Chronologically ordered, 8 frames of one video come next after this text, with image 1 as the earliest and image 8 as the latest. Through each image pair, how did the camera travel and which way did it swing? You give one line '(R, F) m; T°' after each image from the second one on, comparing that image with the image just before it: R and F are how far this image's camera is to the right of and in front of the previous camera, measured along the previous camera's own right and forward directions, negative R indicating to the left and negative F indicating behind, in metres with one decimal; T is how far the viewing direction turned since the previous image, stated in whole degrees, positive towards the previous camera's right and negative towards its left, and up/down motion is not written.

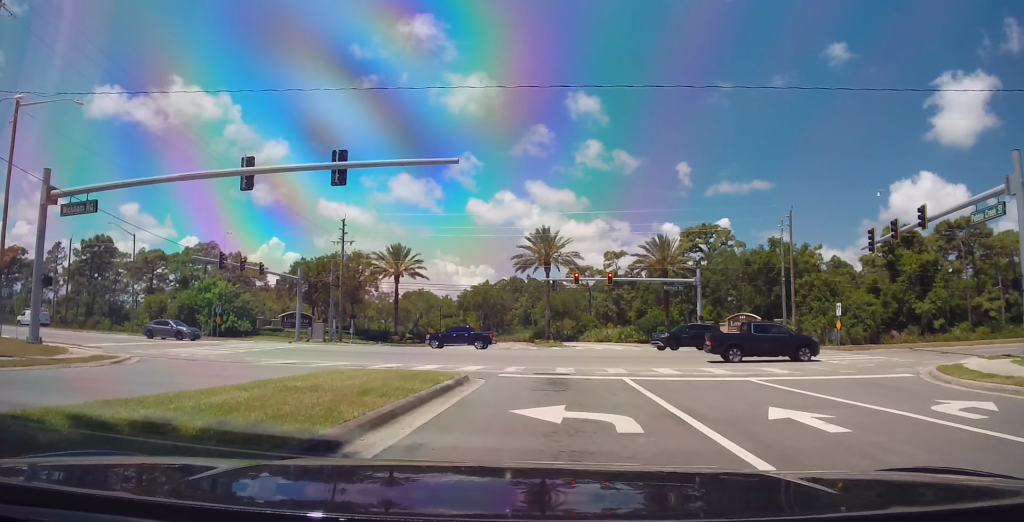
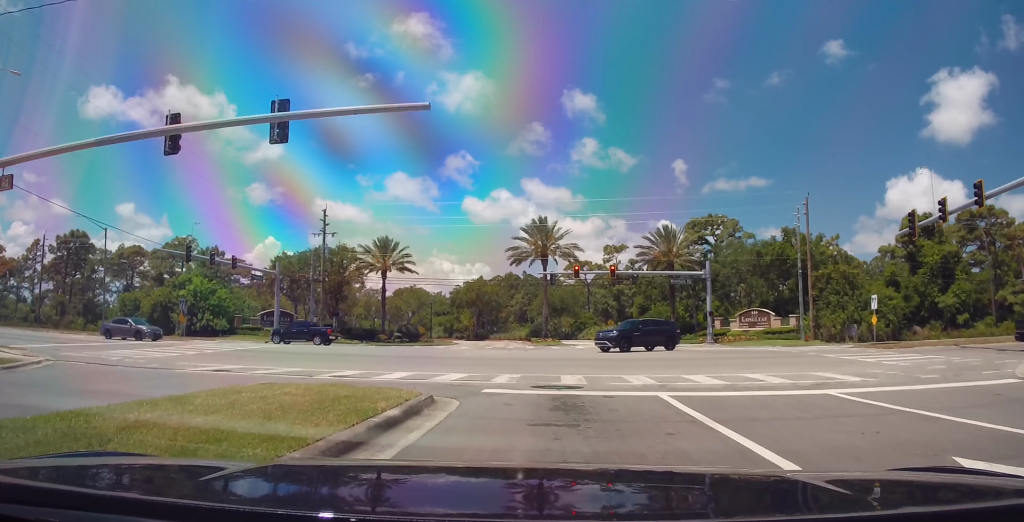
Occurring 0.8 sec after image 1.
(-0.1, +5.6) m; +3°
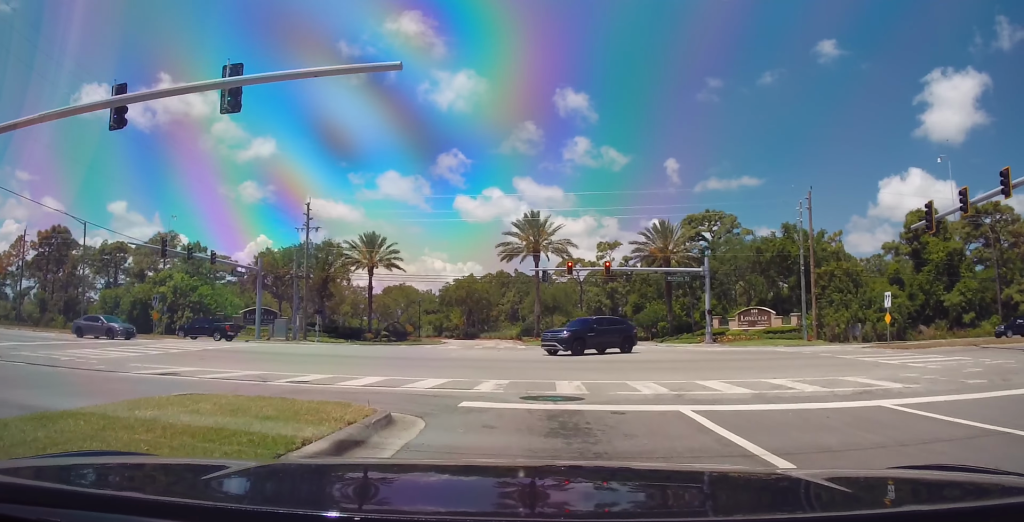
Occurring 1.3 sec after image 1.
(+0.1, +2.9) m; +2°
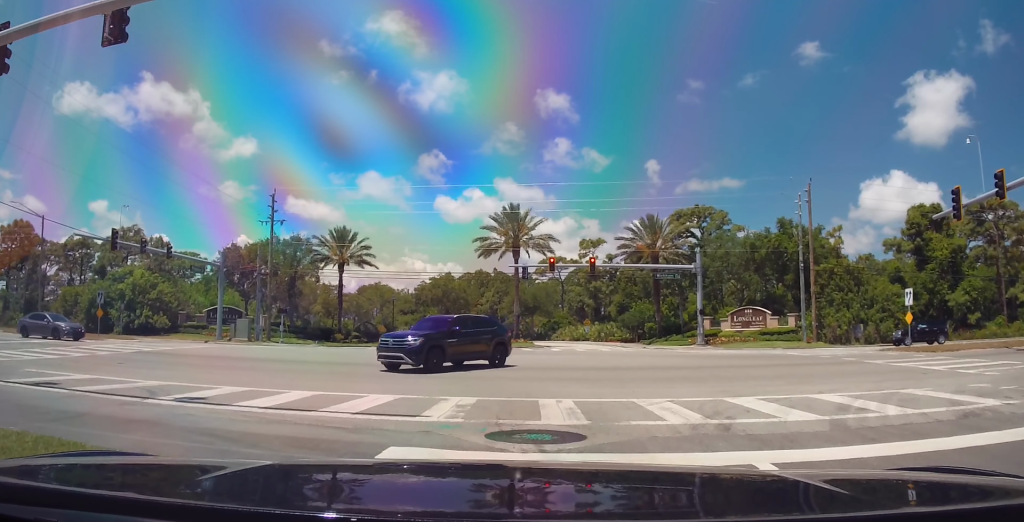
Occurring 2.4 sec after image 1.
(+0.3, +5.0) m; +4°
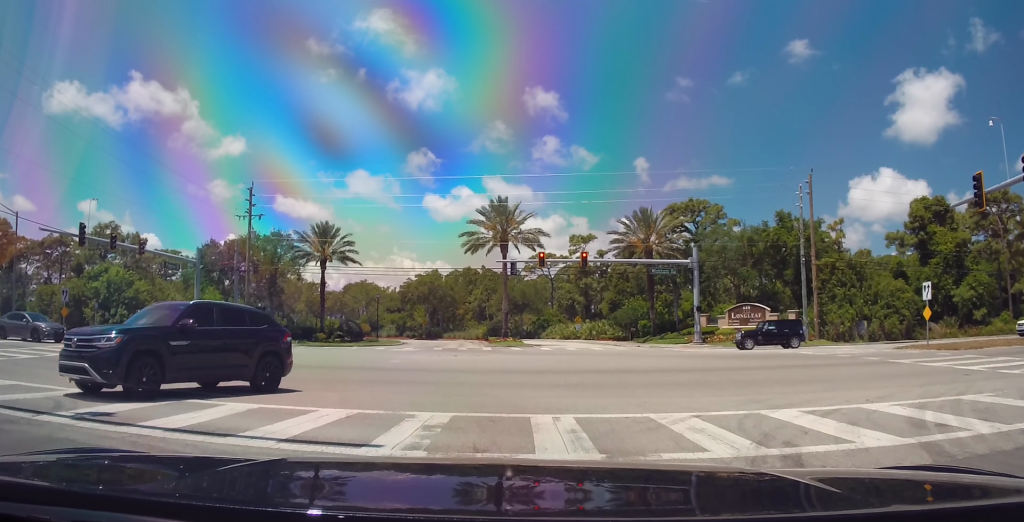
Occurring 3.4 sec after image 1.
(0.0, +3.7) m; 0°
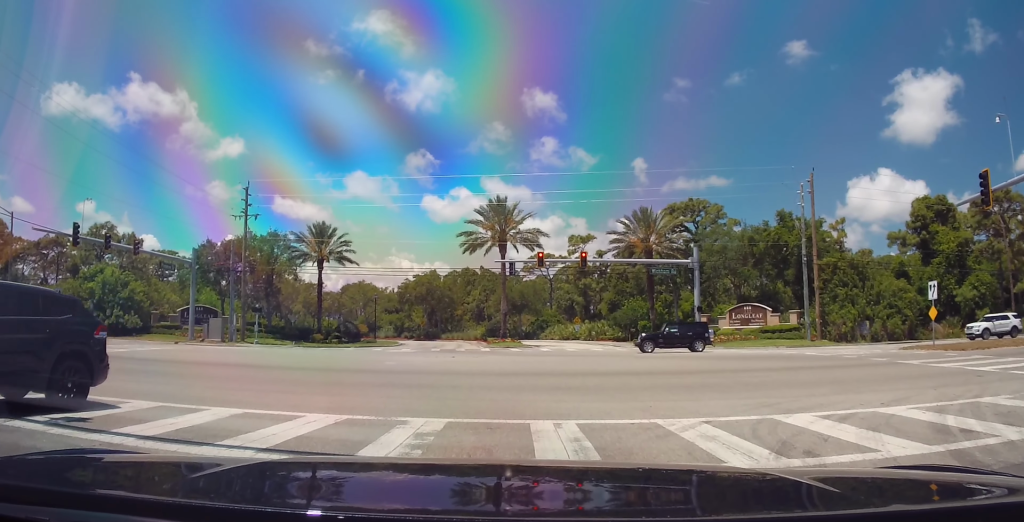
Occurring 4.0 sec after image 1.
(0.0, +1.5) m; 0°
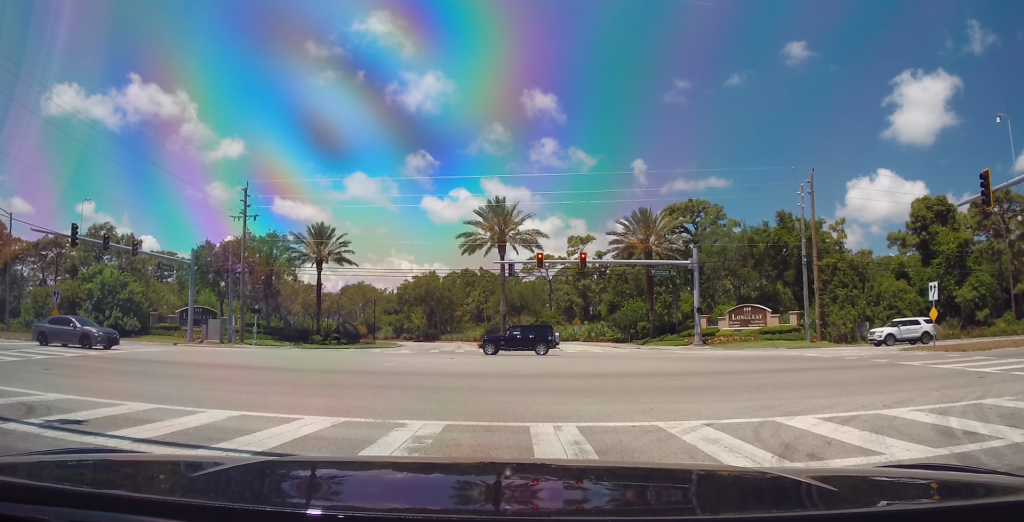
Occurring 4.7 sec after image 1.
(0.0, +0.4) m; 0°
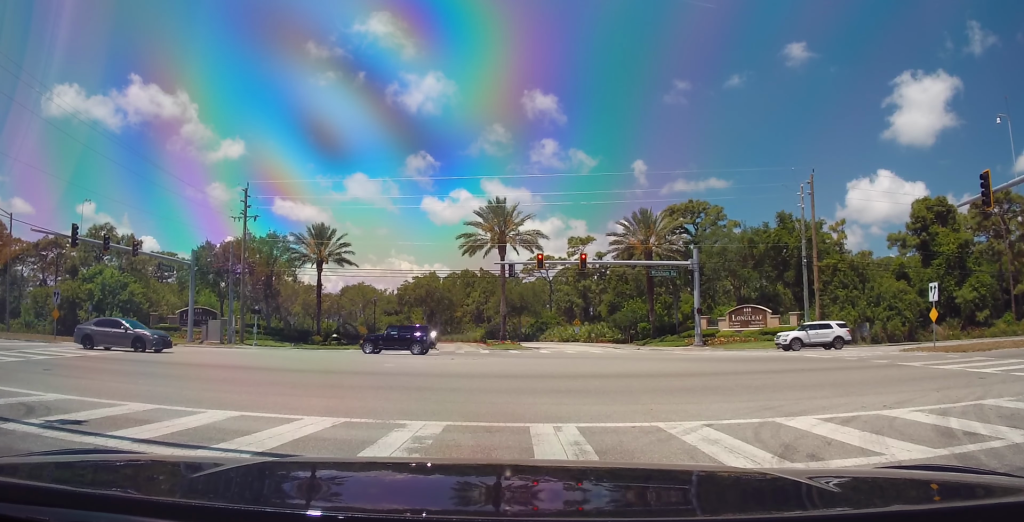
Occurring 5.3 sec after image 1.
(0.0, +0.3) m; 0°
